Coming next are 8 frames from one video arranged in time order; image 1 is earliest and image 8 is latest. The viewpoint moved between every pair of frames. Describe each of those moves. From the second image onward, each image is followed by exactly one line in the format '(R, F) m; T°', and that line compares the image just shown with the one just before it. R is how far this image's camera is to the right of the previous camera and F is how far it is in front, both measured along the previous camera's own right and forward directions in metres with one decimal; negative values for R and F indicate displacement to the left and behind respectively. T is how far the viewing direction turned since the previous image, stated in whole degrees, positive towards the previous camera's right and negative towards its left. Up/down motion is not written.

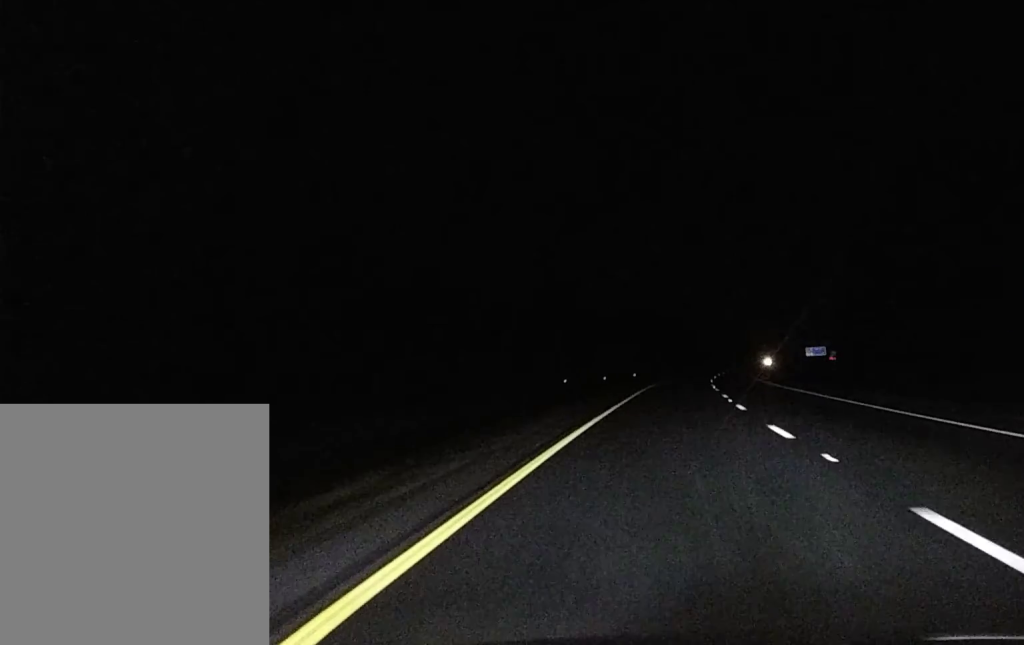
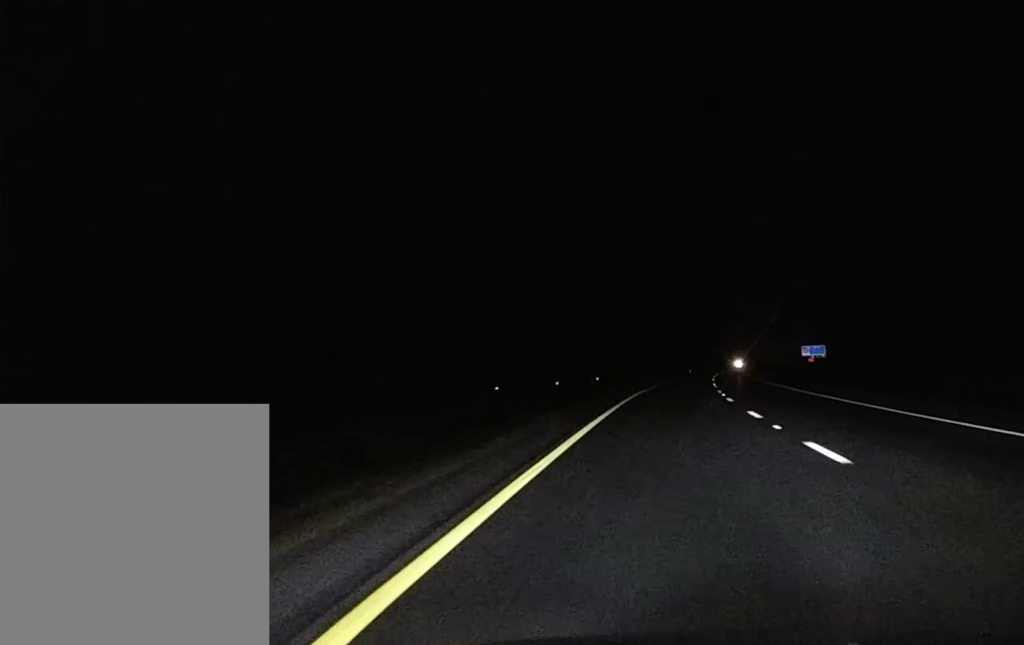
(+0.8, +34.6) m; +2°
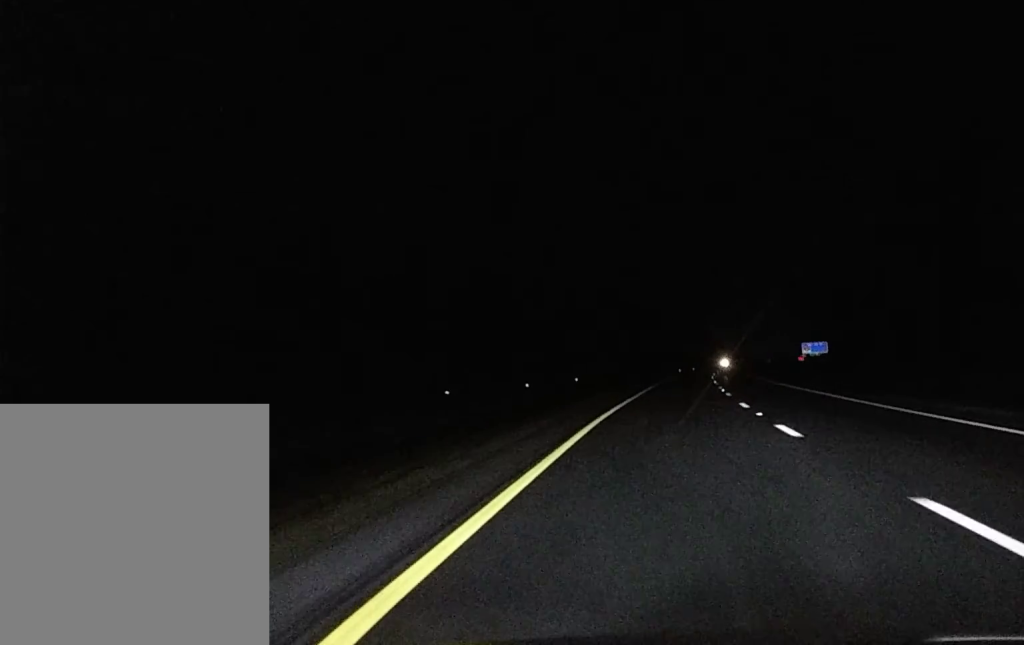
(+0.1, +18.0) m; +1°
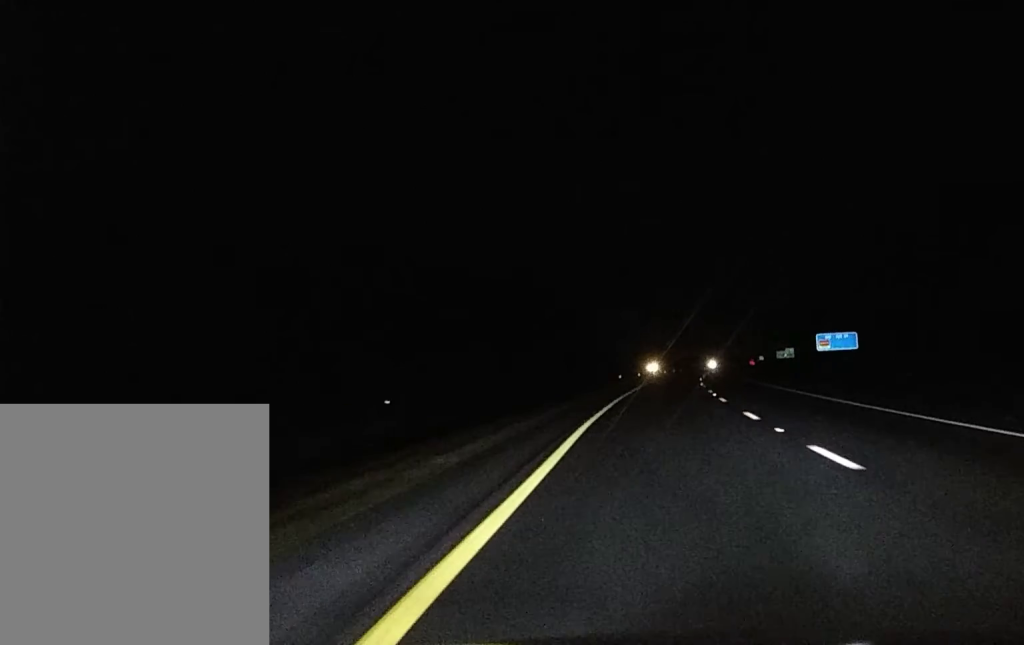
(+1.1, +81.3) m; +1°
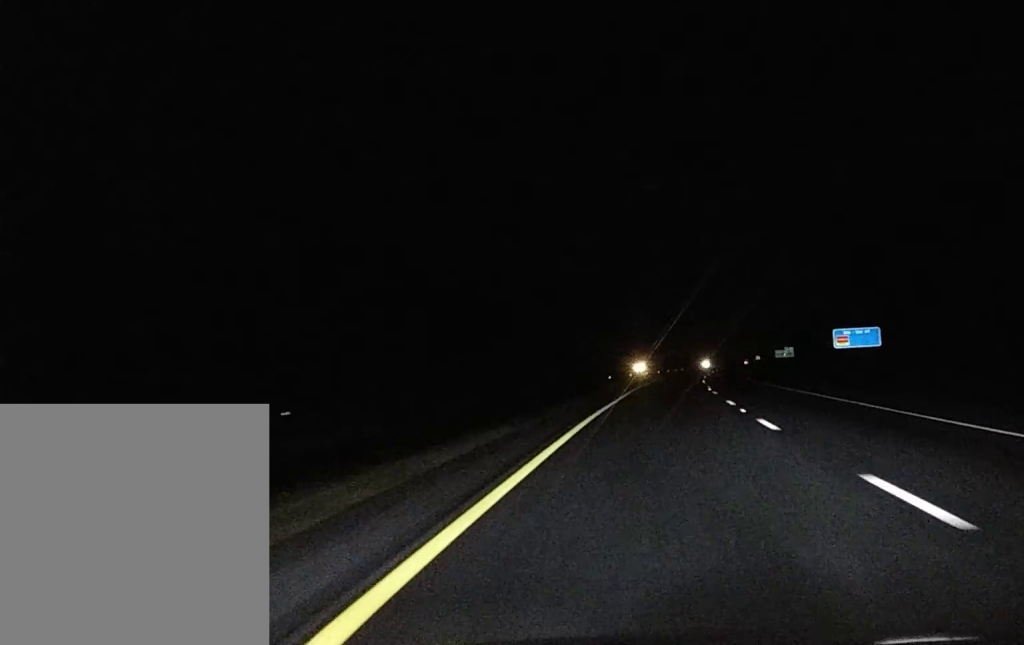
(+0.1, +16.6) m; +1°
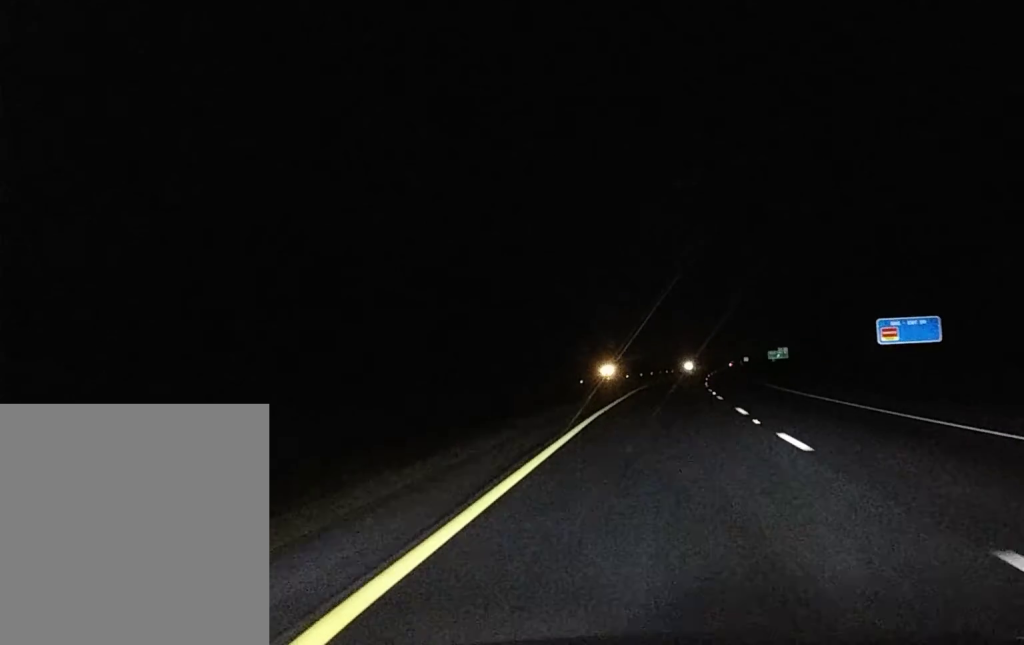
(+0.3, +28.2) m; +1°
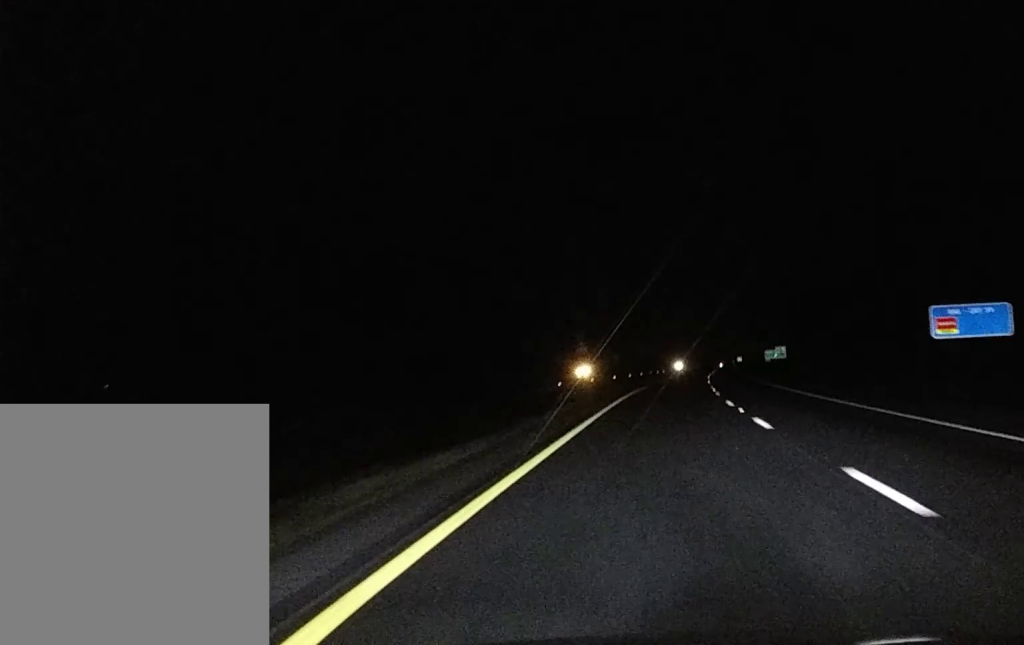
(+0.2, +22.7) m; +1°
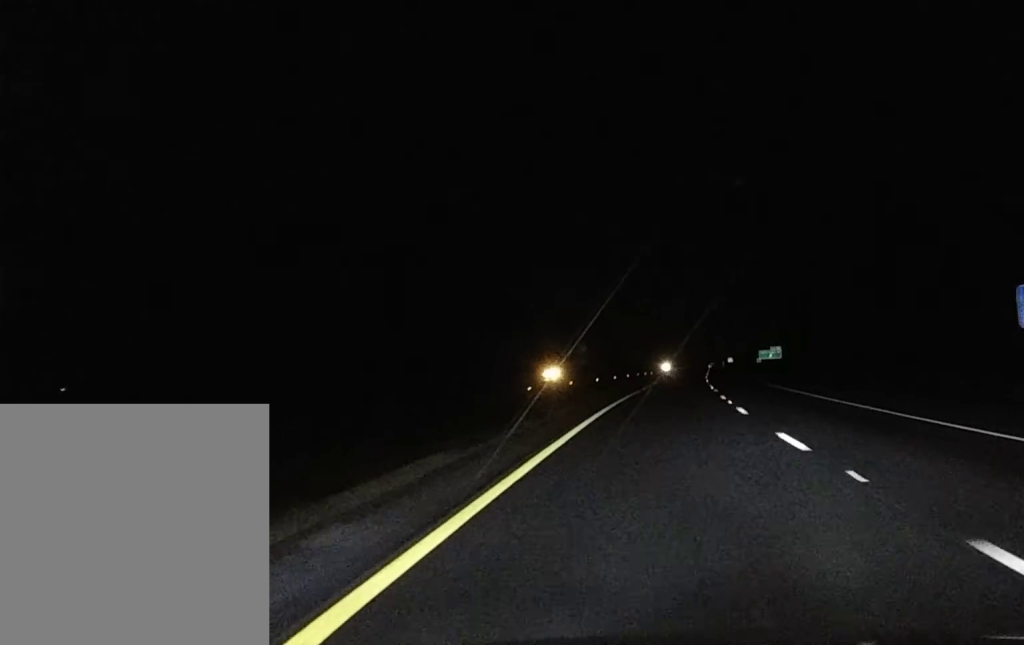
(0.0, +16.6) m; +1°
